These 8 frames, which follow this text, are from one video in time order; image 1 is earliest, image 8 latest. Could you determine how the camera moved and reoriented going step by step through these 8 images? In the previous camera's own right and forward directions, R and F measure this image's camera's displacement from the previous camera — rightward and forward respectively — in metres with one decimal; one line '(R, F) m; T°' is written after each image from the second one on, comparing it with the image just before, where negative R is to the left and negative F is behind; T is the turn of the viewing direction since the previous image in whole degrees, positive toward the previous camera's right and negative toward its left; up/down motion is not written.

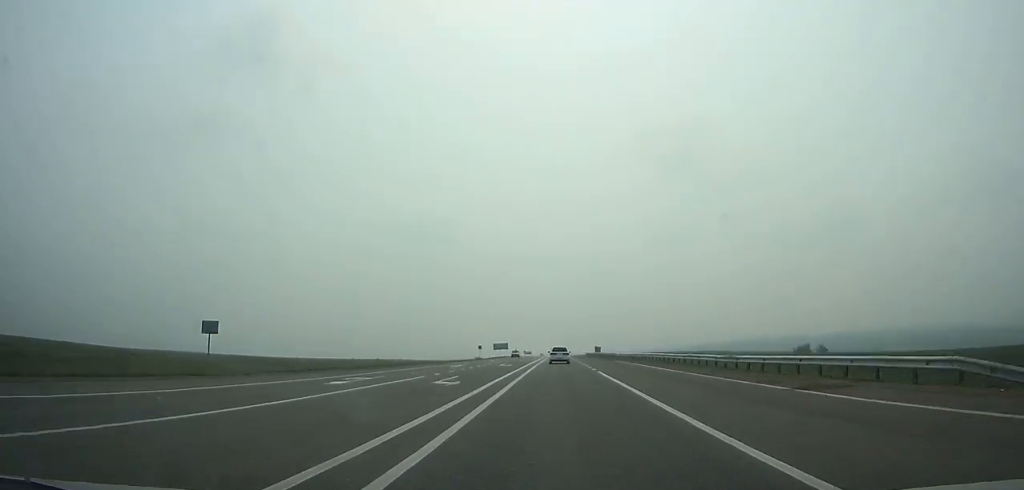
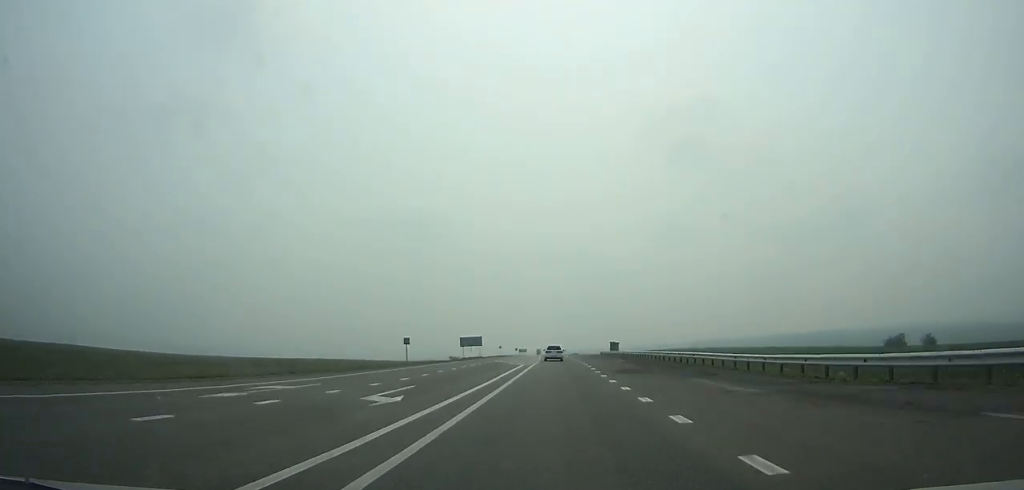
(0.0, +58.0) m; 0°
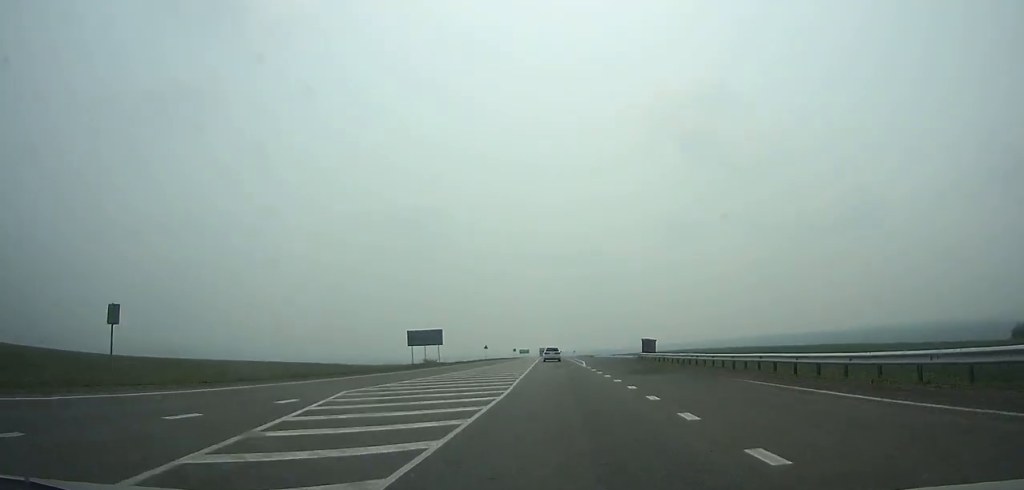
(0.0, +43.4) m; 0°
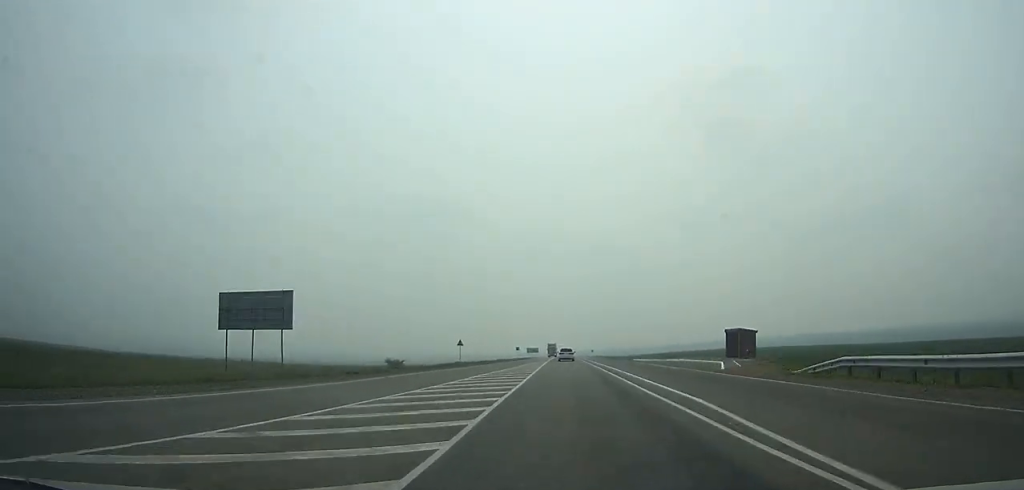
(+0.1, +40.8) m; 0°
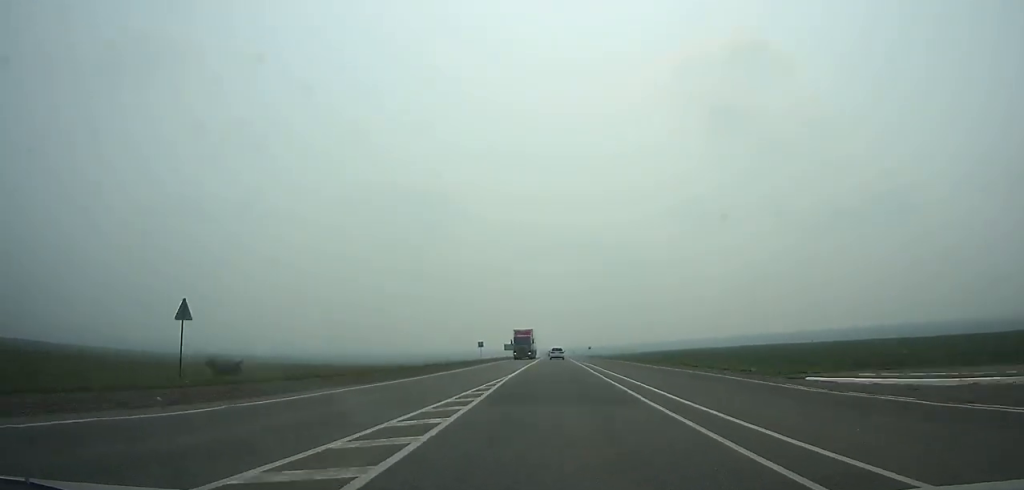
(-0.4, +50.5) m; 0°
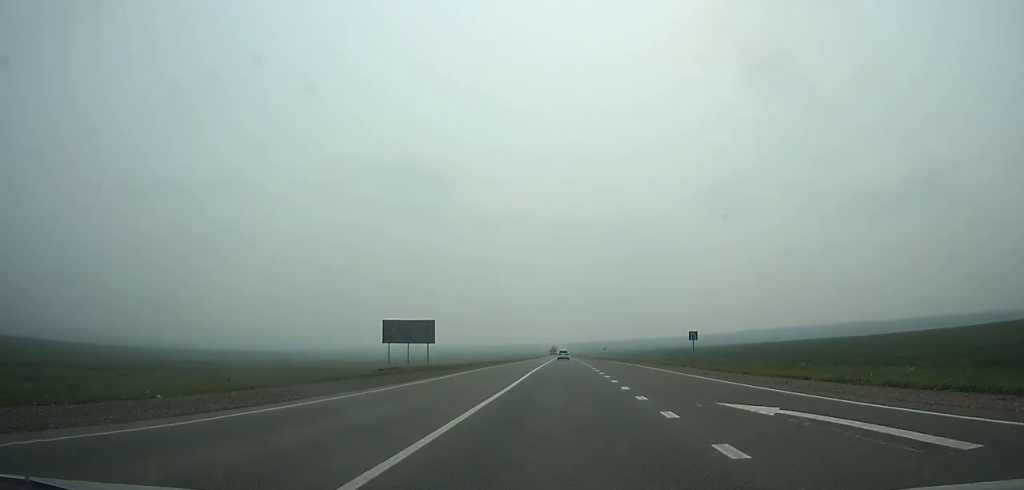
(-0.4, +117.3) m; 0°
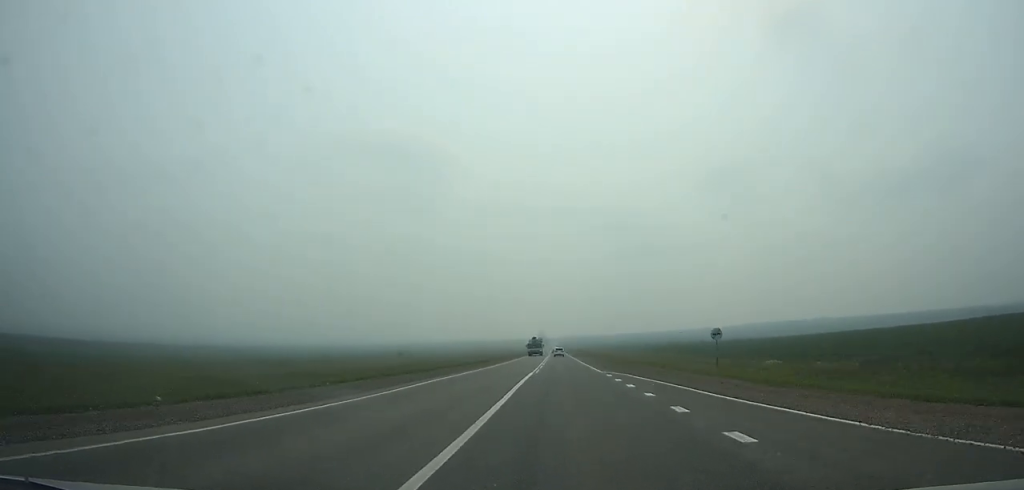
(+0.1, +91.8) m; 0°
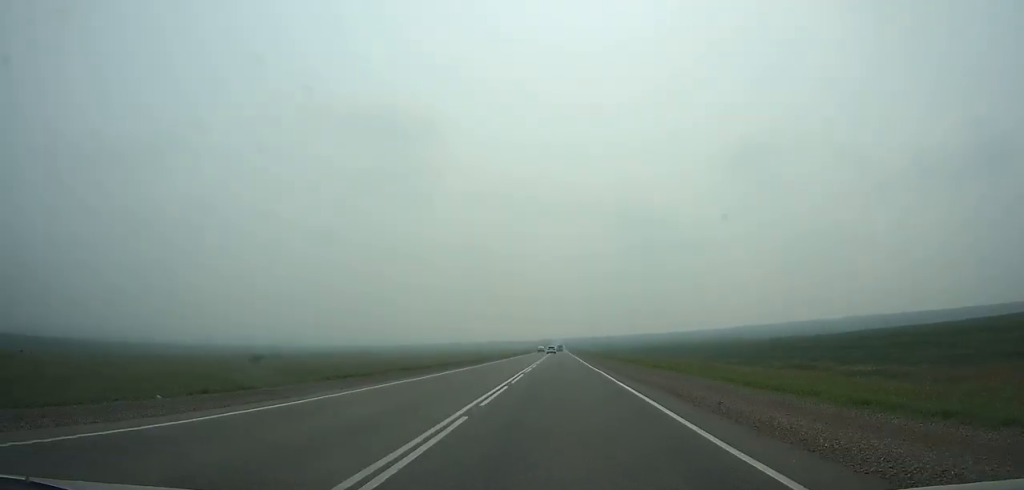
(-0.2, +110.4) m; 0°
